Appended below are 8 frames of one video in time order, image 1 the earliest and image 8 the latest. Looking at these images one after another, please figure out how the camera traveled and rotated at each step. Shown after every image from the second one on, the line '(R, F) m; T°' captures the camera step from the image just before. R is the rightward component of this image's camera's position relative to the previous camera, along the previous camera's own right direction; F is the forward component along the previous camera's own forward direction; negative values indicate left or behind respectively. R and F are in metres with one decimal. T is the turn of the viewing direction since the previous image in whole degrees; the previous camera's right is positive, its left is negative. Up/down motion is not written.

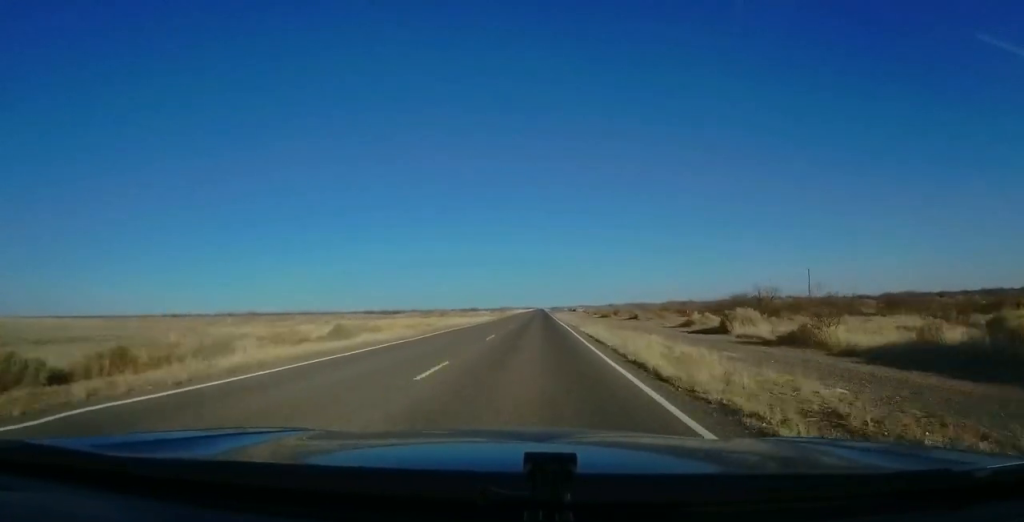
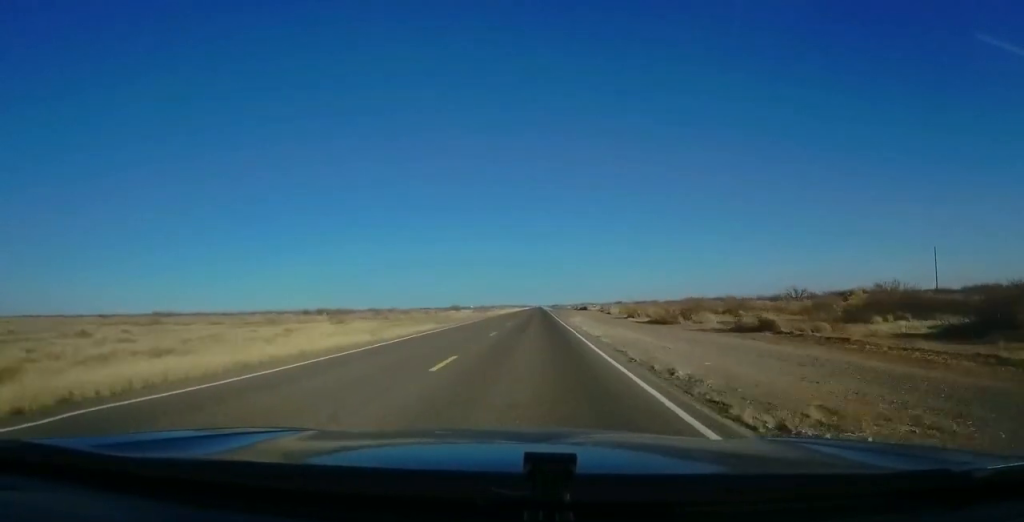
(+0.4, +47.8) m; +1°
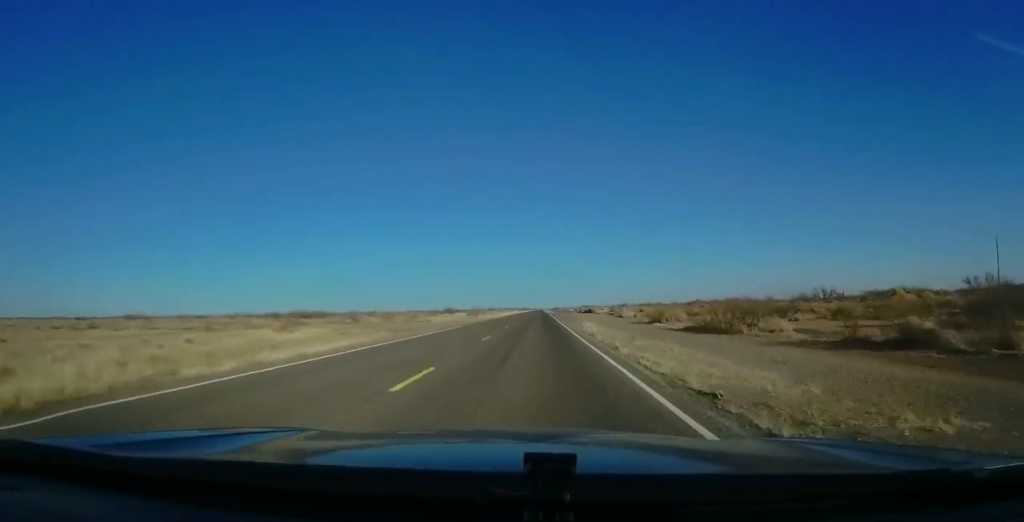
(+0.3, +14.9) m; 0°
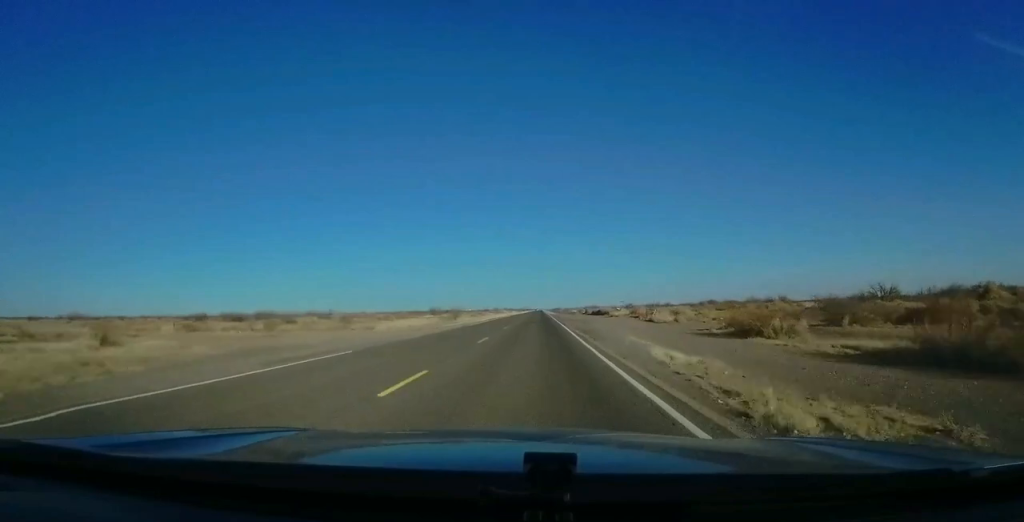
(-0.4, +24.8) m; -1°
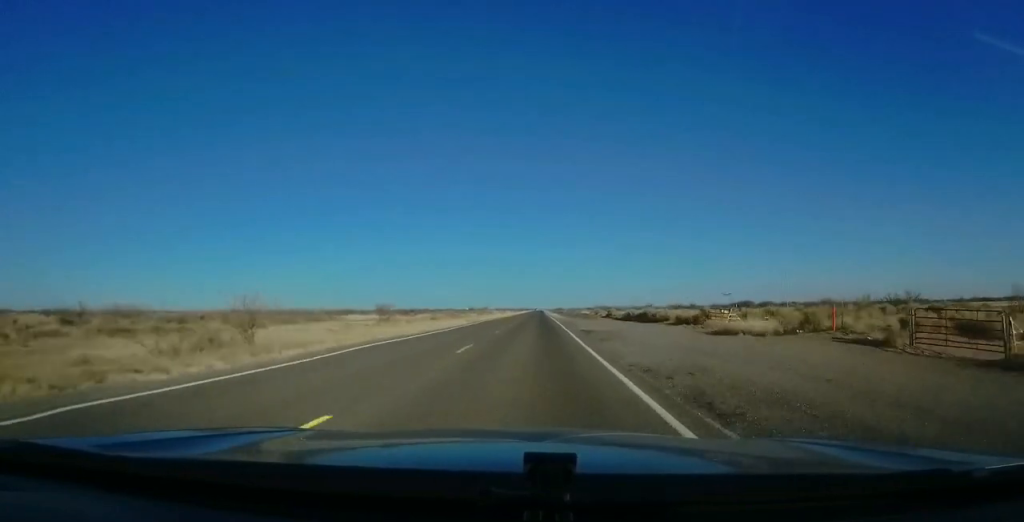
(+0.4, +53.2) m; +1°
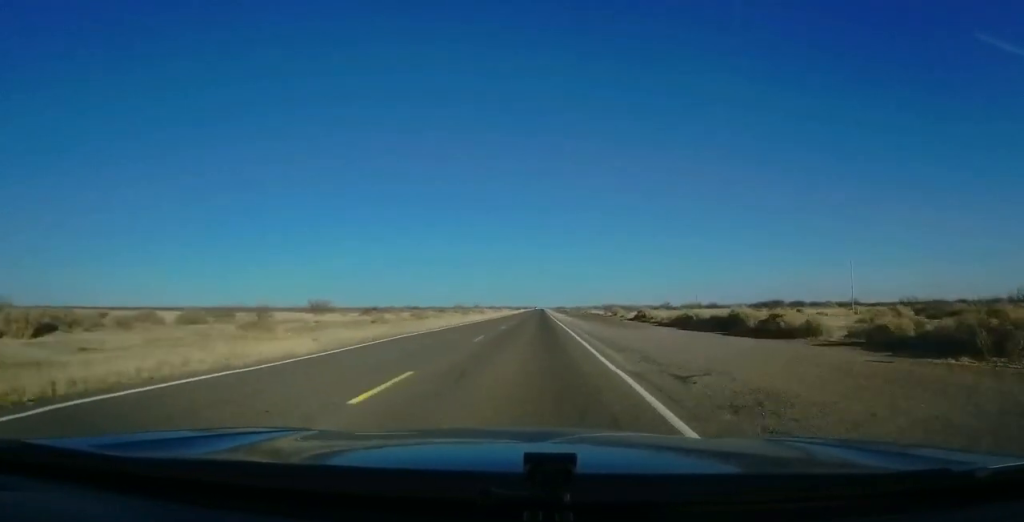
(+0.1, +32.7) m; 0°
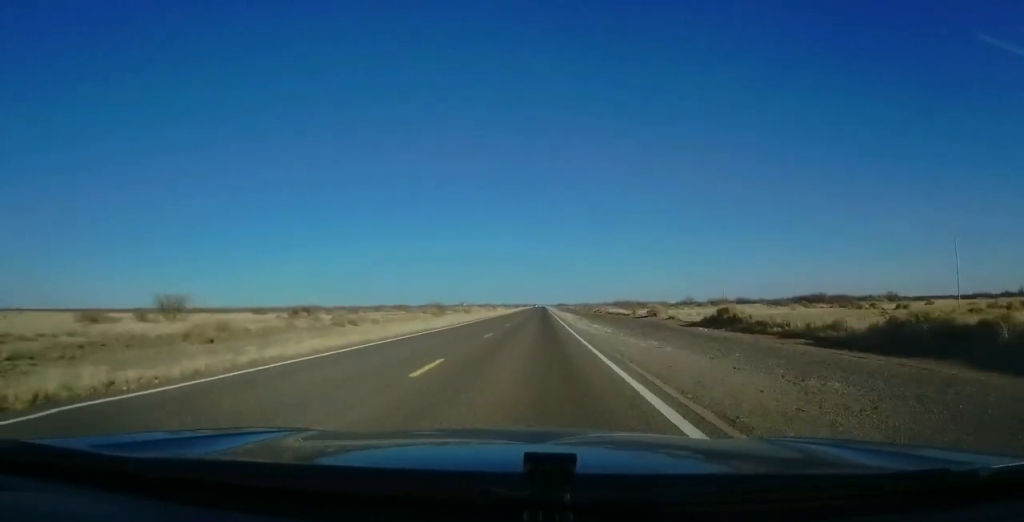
(-0.4, +33.9) m; -1°
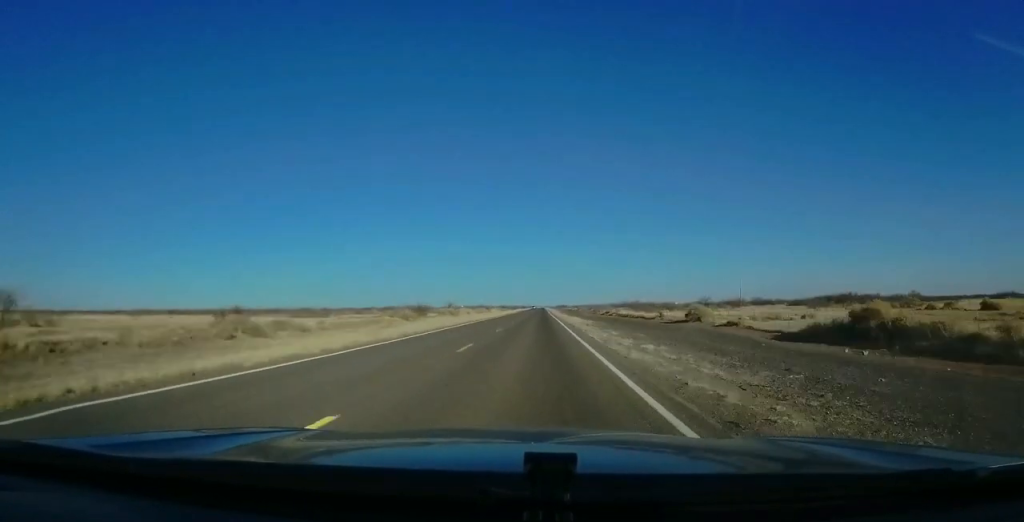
(-0.1, +18.8) m; 0°
